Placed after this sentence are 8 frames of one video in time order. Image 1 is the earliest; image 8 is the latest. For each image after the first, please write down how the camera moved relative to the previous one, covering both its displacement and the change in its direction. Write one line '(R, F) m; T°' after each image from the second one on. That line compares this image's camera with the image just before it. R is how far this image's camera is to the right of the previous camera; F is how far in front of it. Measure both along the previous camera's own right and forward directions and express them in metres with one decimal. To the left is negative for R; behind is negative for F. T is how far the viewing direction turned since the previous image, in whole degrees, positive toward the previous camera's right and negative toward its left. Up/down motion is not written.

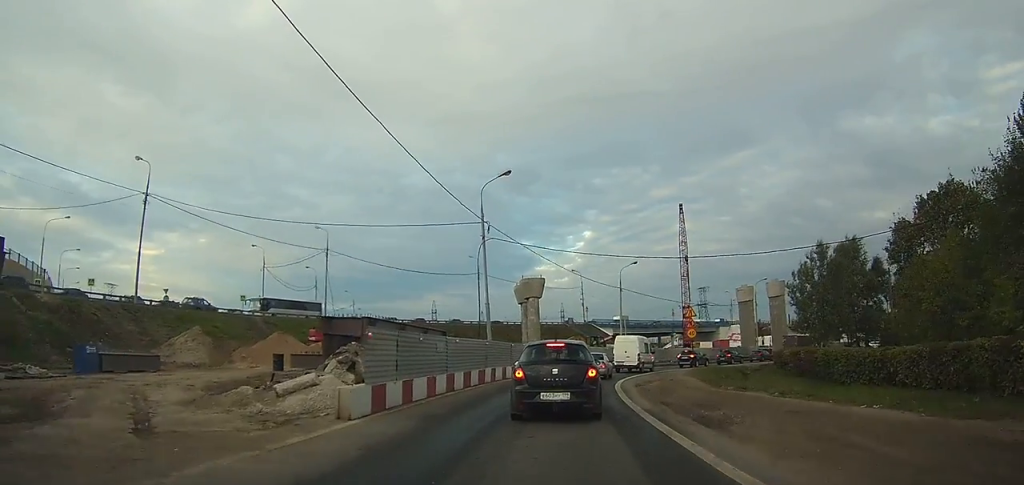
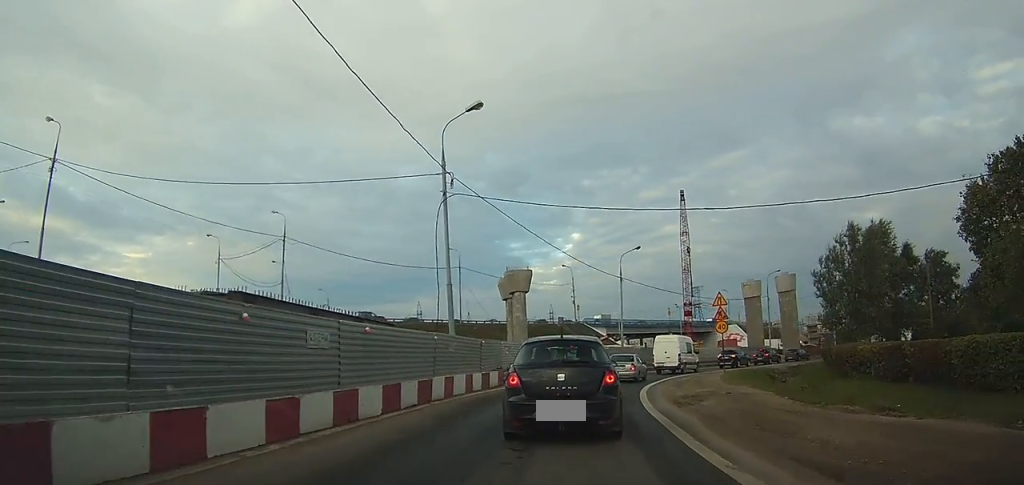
(+0.3, +9.1) m; +3°
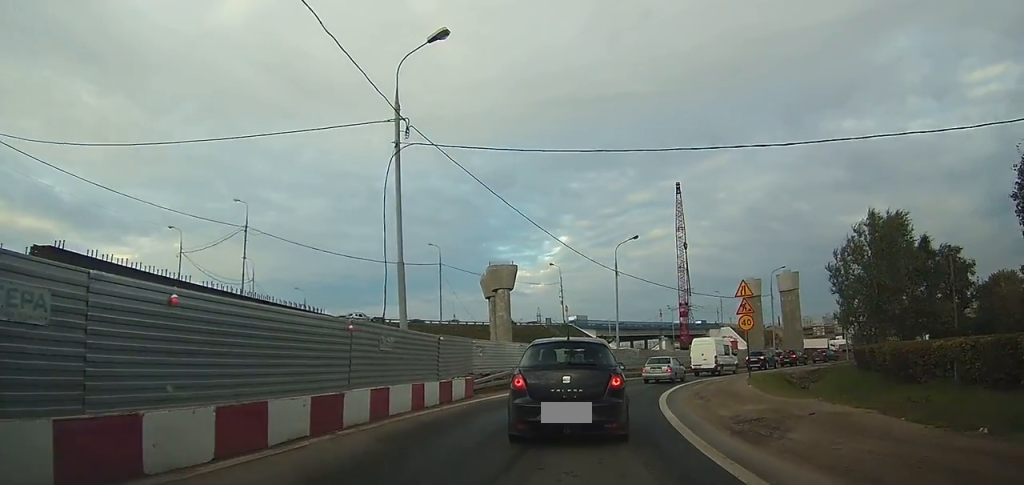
(+0.1, +6.9) m; +1°
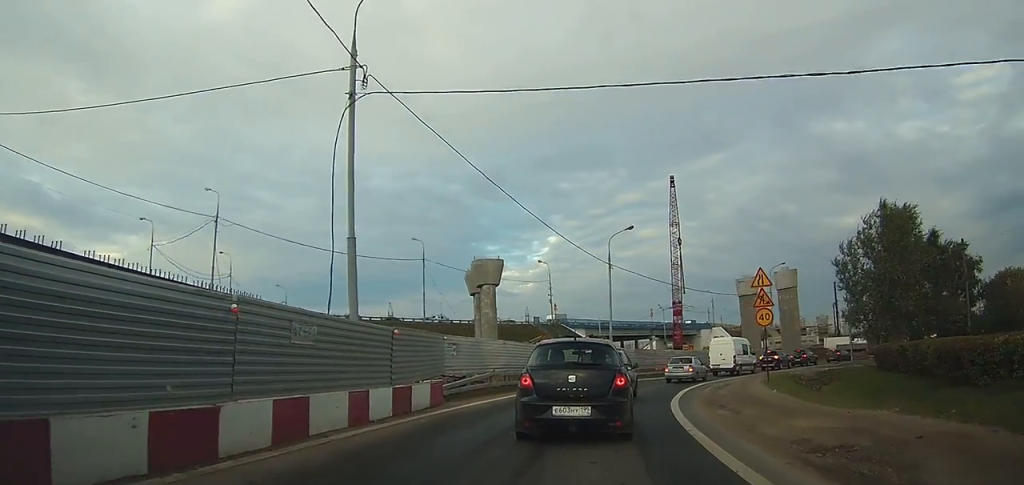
(0.0, +3.6) m; 0°
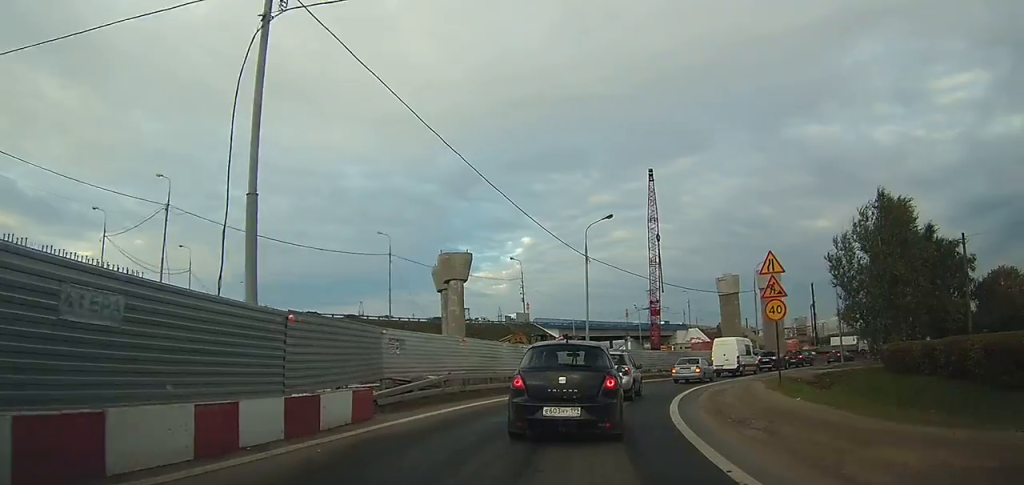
(-0.1, +3.5) m; +3°
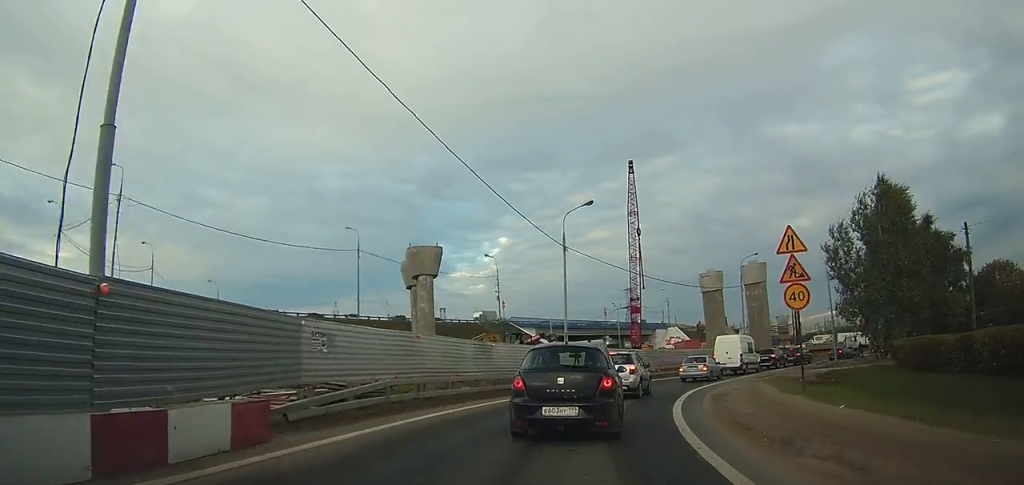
(+0.1, +3.0) m; +2°
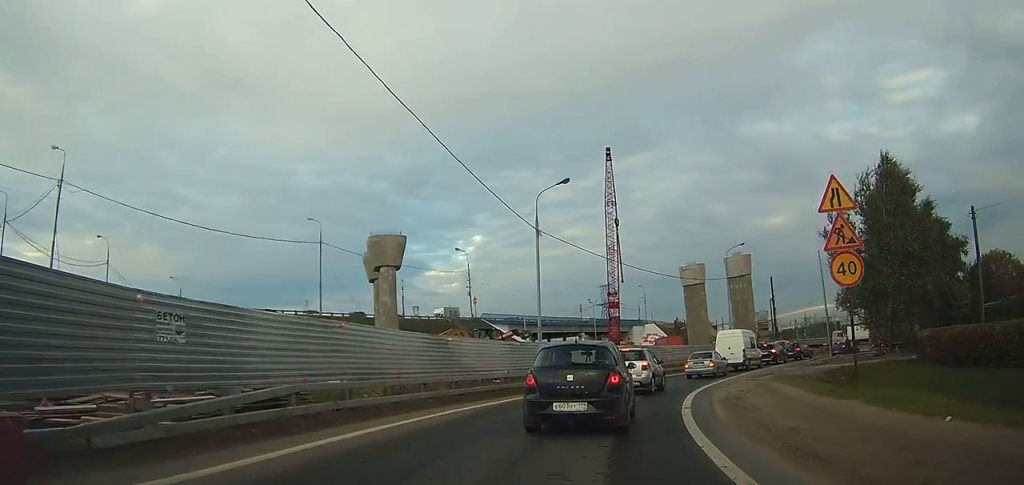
(+0.2, +3.4) m; +3°
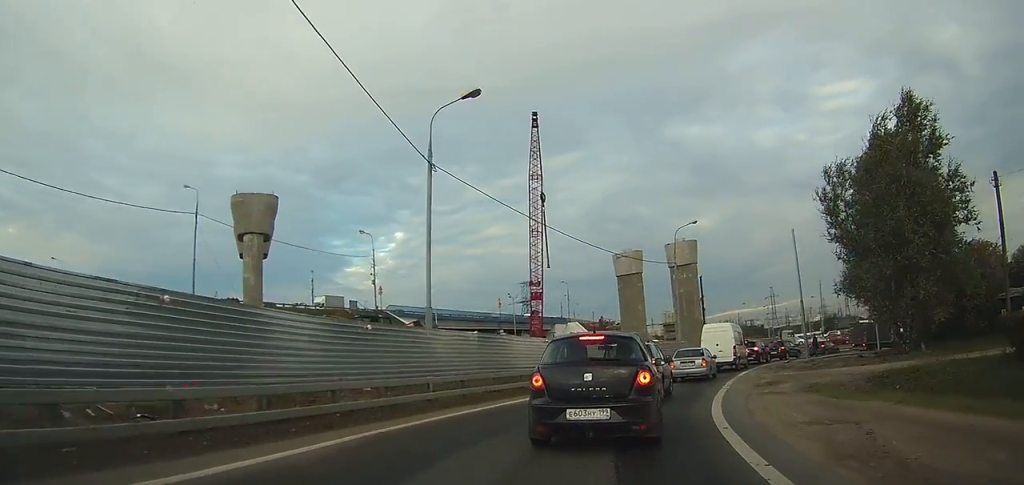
(+0.1, +7.7) m; +3°
